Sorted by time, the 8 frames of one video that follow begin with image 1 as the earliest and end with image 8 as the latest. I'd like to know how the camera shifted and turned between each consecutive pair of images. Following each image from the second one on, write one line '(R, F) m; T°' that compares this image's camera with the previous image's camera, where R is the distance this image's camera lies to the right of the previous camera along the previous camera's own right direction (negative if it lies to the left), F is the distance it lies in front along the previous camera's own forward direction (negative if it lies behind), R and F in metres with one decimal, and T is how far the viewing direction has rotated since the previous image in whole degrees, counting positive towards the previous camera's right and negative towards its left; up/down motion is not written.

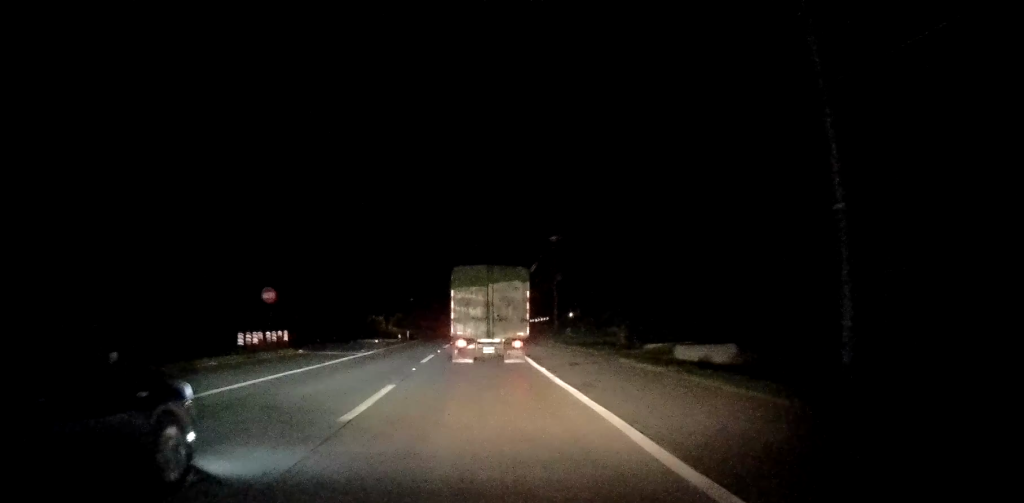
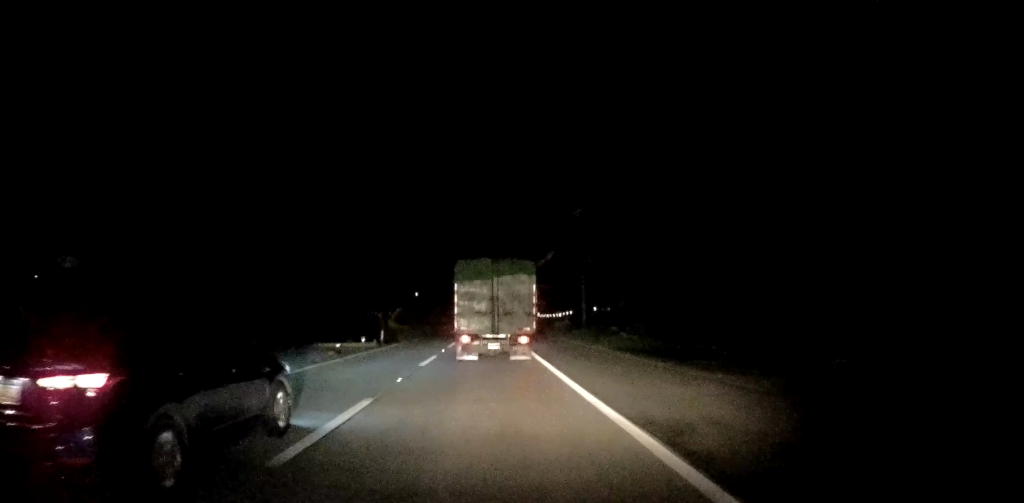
(0.0, +14.7) m; -1°
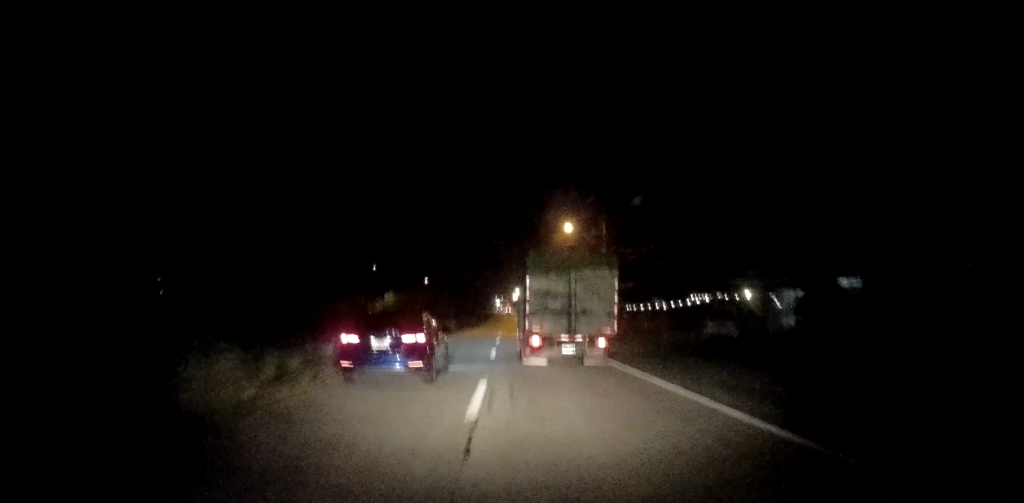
(-1.1, +45.4) m; -2°
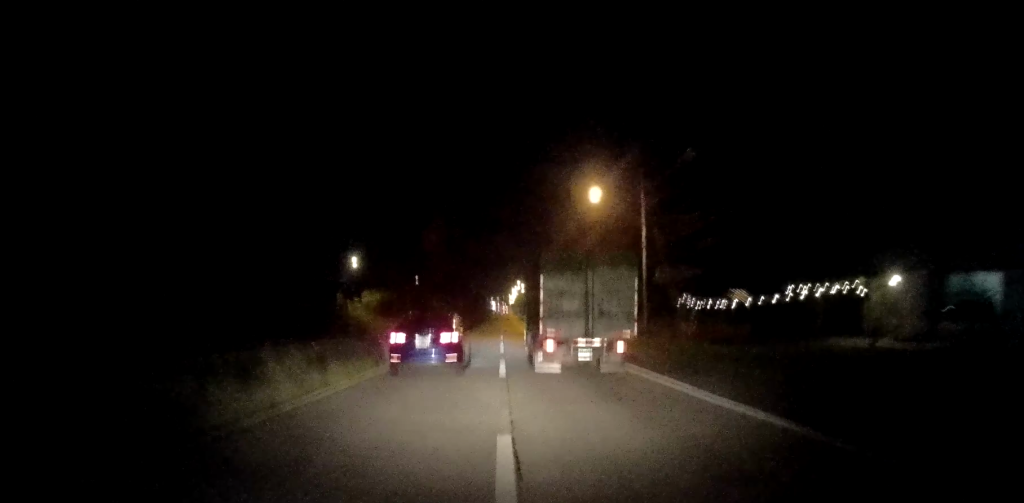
(-0.1, +17.3) m; -1°
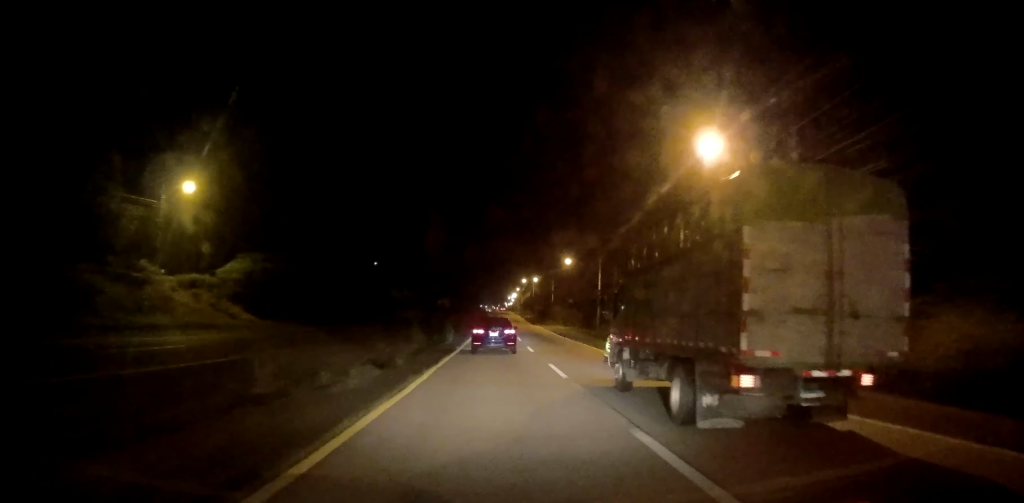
(+0.3, +71.2) m; +2°
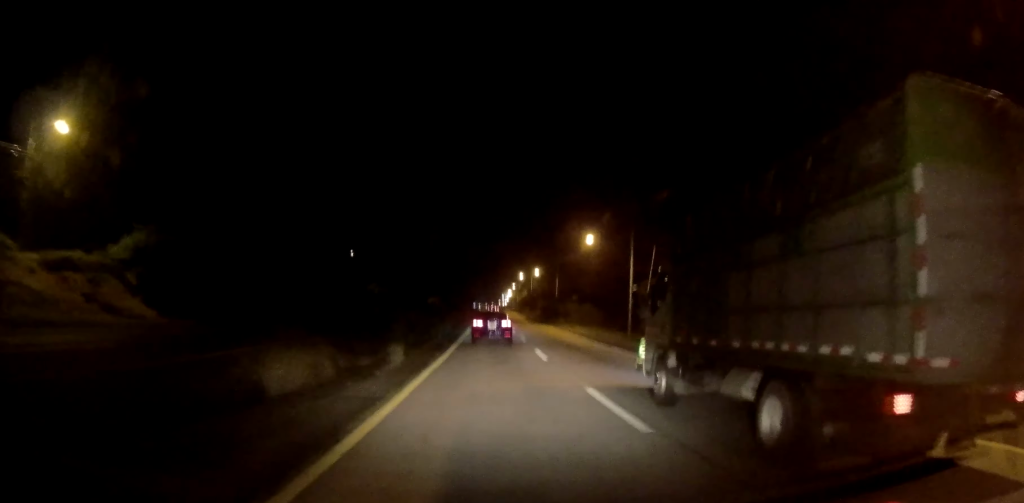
(+0.2, +19.0) m; +1°
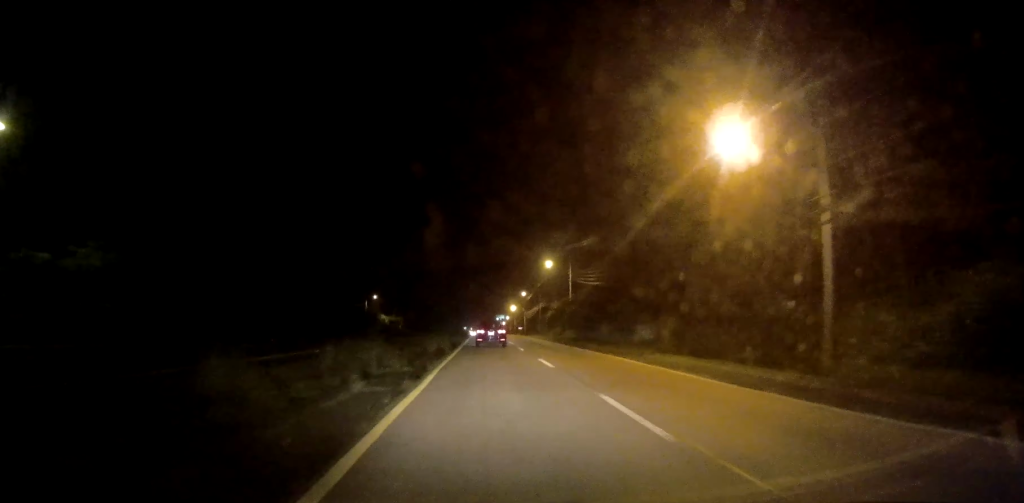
(-0.9, +94.4) m; -1°
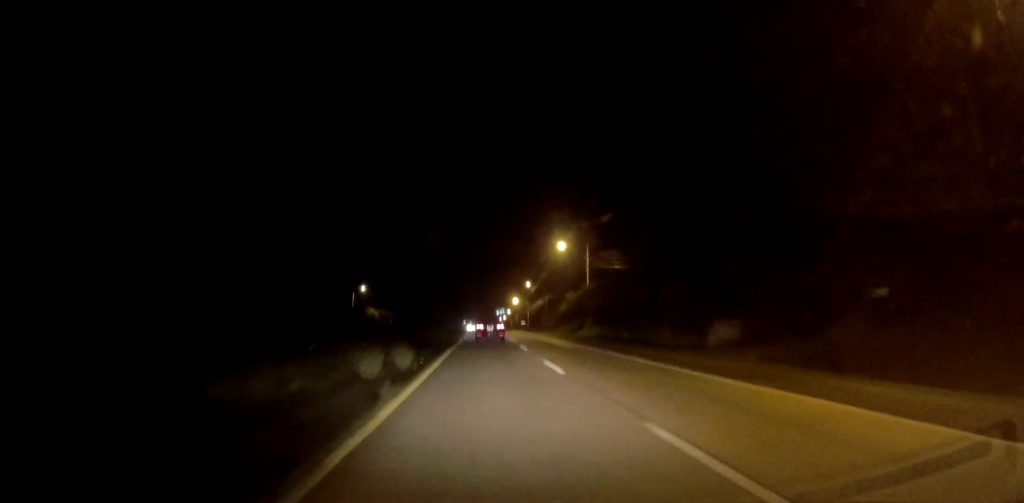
(+0.1, +14.9) m; 0°
